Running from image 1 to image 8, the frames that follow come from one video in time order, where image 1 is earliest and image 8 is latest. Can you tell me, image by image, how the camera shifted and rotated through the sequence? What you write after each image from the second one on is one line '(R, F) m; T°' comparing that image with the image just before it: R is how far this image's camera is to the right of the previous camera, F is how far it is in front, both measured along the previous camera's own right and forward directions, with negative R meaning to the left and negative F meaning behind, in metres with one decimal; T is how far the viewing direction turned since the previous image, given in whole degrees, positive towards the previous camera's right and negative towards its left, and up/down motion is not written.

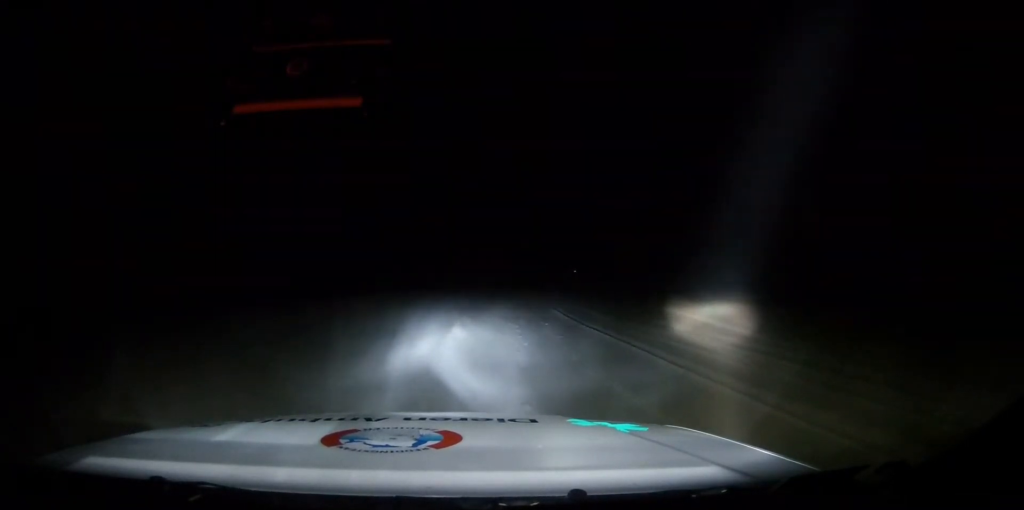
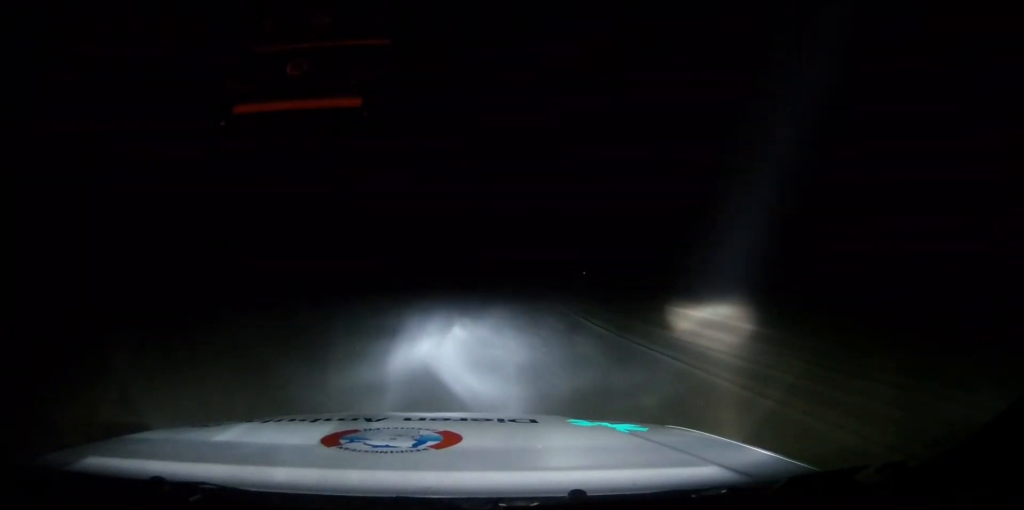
(-0.1, +3.8) m; -2°
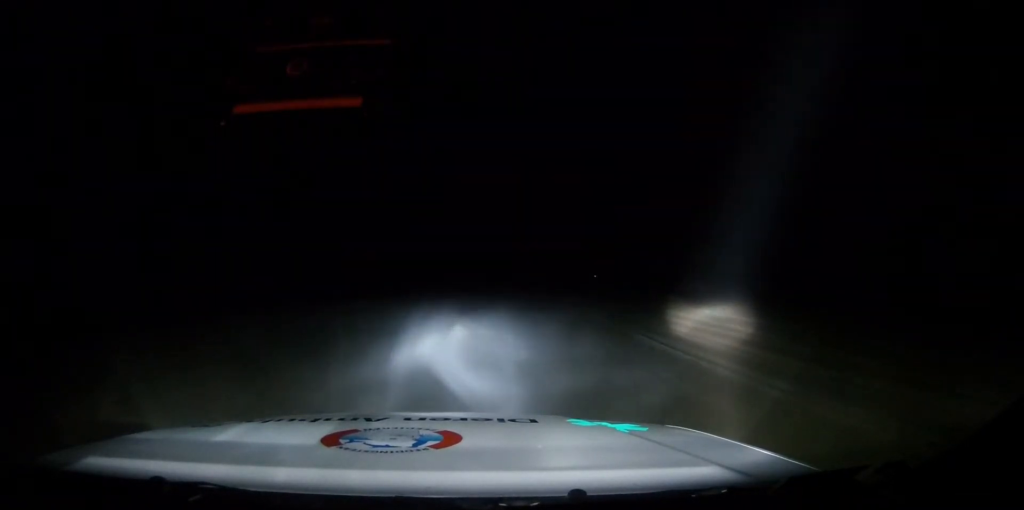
(0.0, +7.0) m; -3°
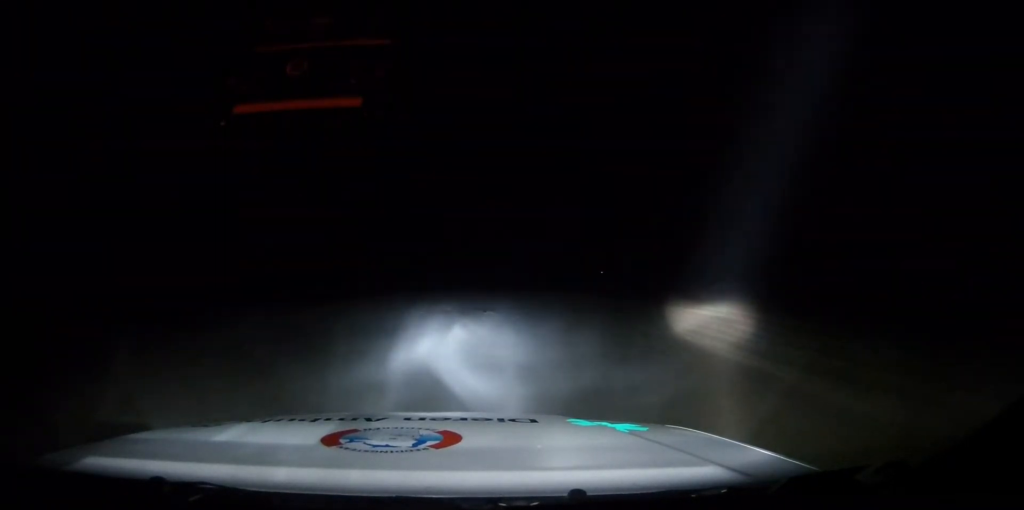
(-0.3, +7.0) m; -2°
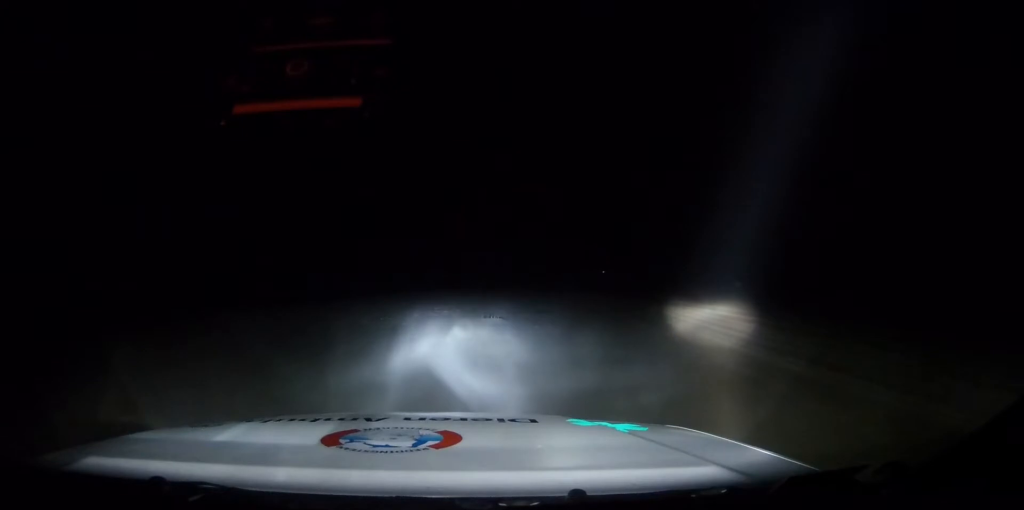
(-0.1, +4.0) m; -1°
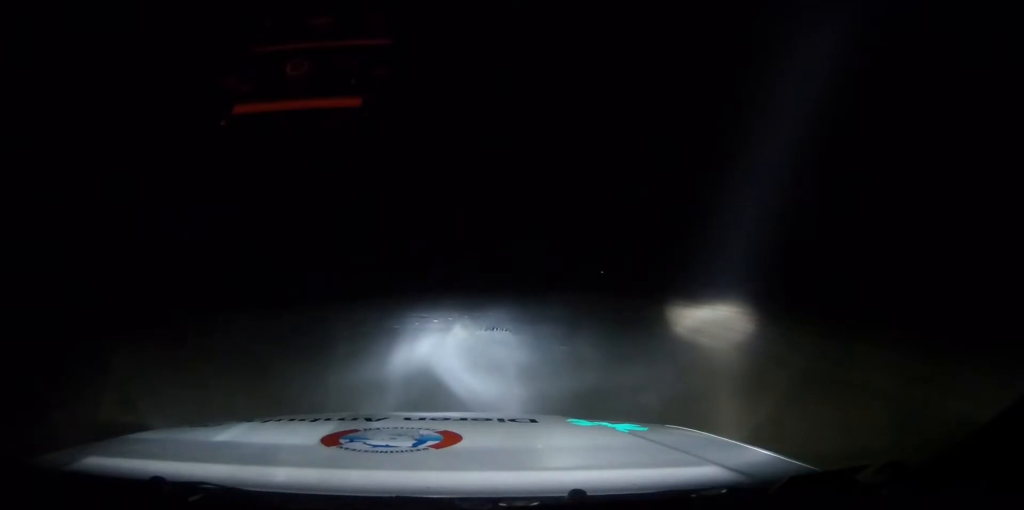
(0.0, +4.7) m; 0°
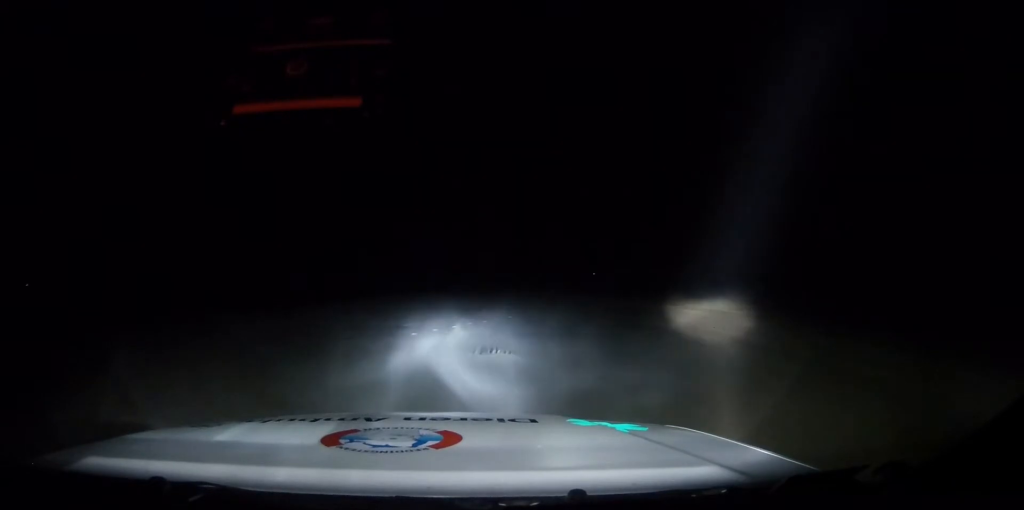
(0.0, +4.7) m; 0°
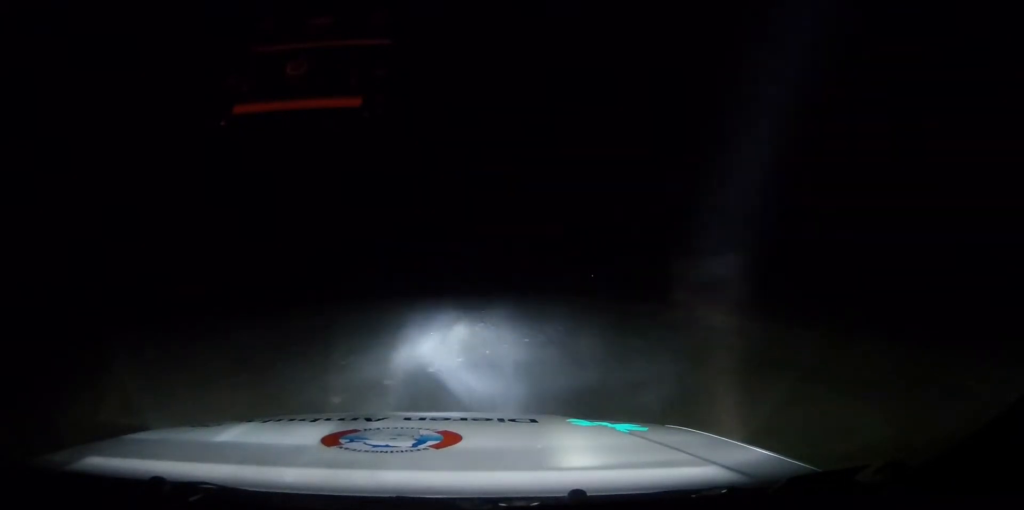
(0.0, +8.6) m; -1°
